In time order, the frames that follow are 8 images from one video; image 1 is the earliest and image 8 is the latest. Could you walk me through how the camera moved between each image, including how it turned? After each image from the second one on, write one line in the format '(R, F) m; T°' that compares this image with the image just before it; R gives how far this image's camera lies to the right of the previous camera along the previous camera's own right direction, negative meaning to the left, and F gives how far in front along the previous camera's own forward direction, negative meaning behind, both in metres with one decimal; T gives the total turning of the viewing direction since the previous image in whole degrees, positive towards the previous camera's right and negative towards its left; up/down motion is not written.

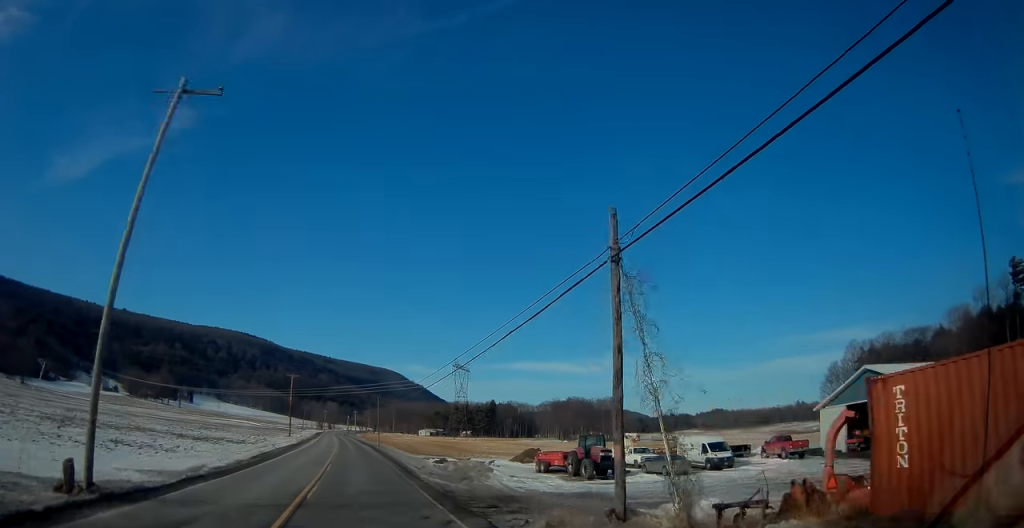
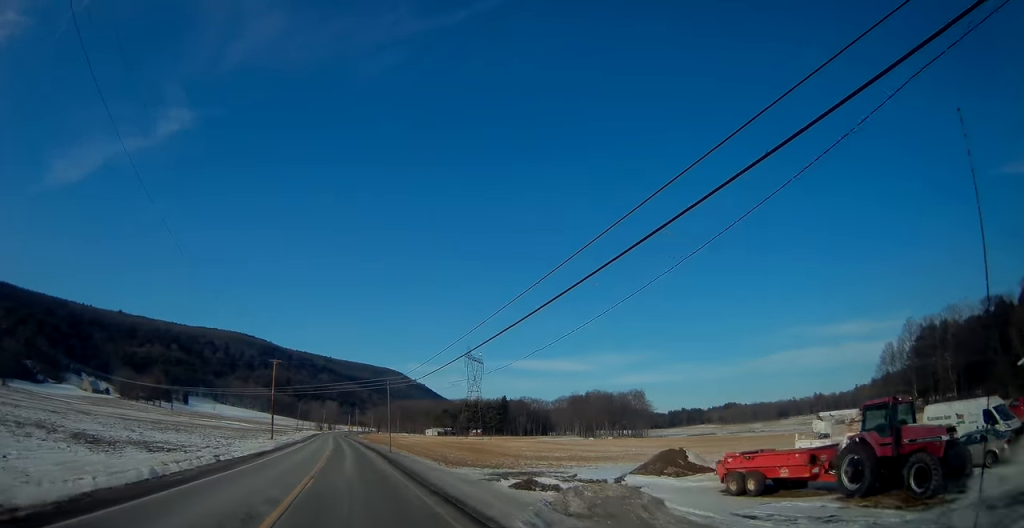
(-0.3, +24.3) m; -1°
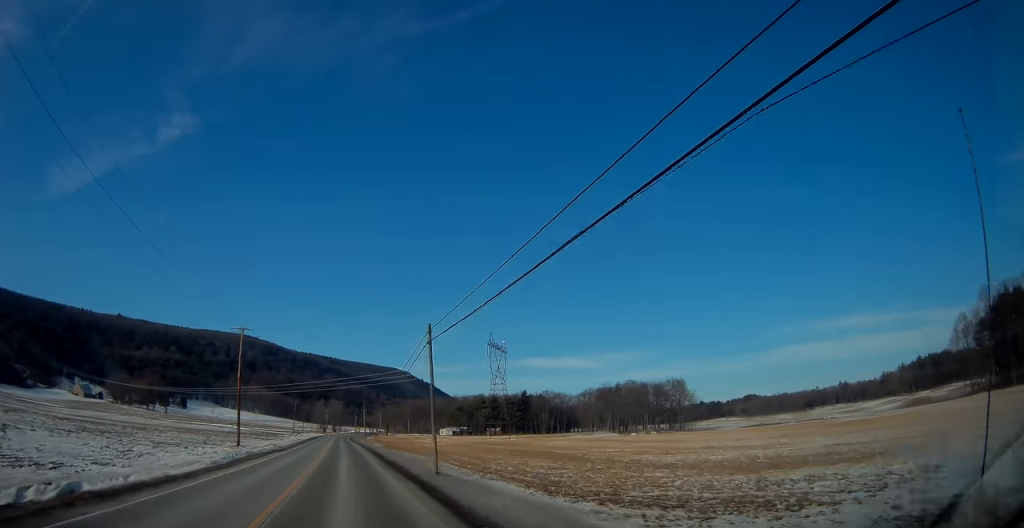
(-0.1, +27.9) m; -1°
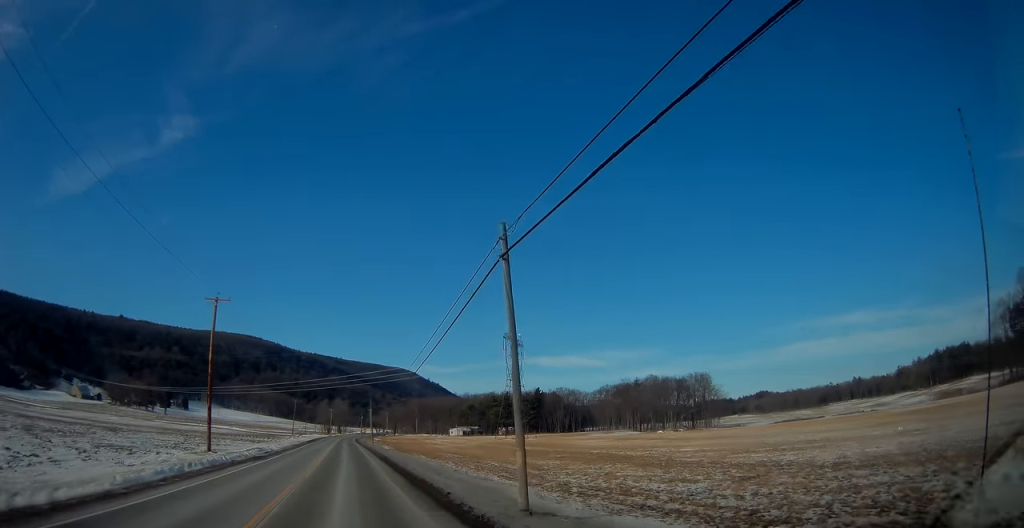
(-0.1, +13.2) m; 0°
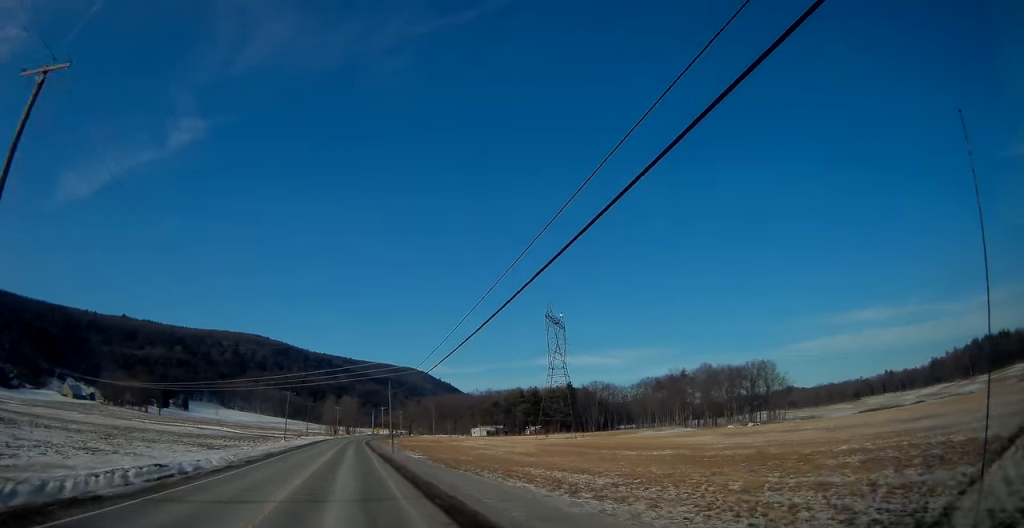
(-0.1, +30.7) m; 0°
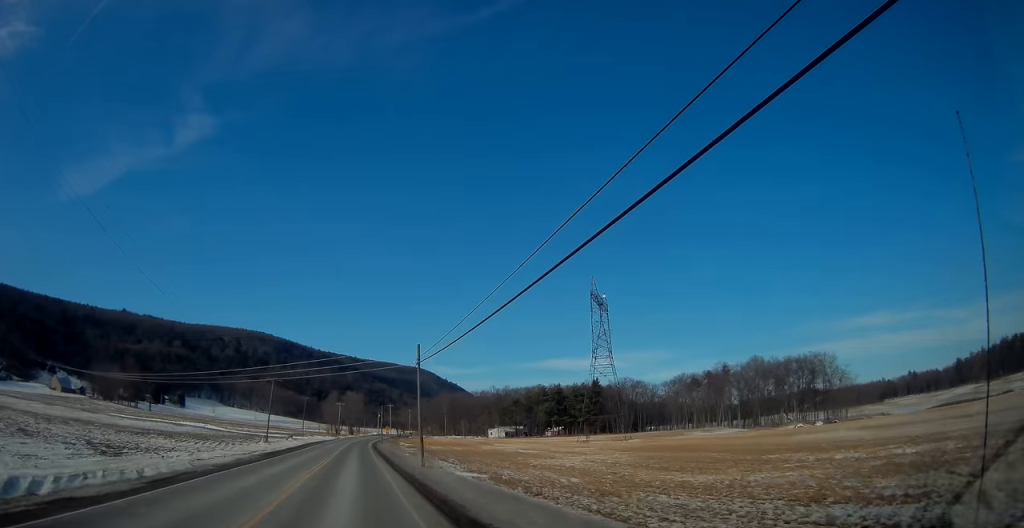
(0.0, +25.0) m; 0°
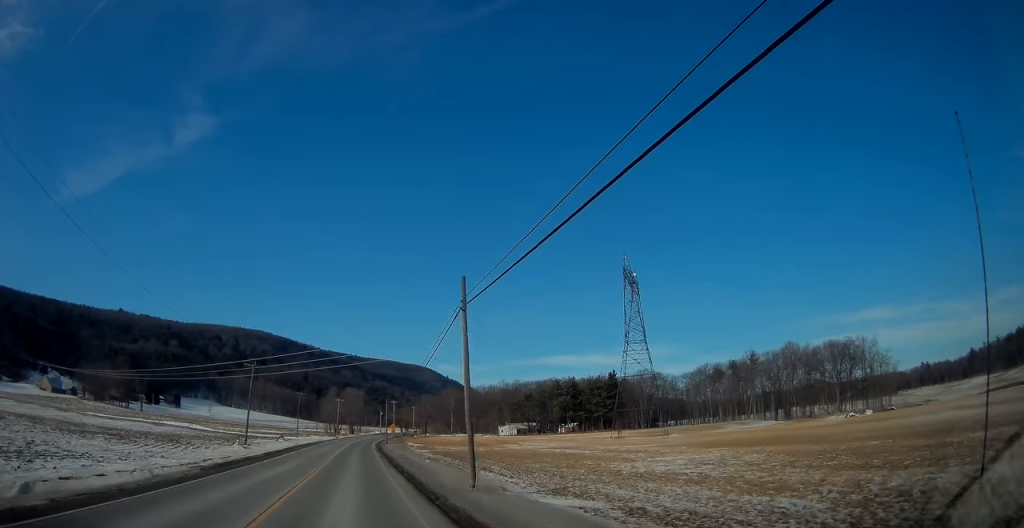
(-0.1, +15.8) m; -1°
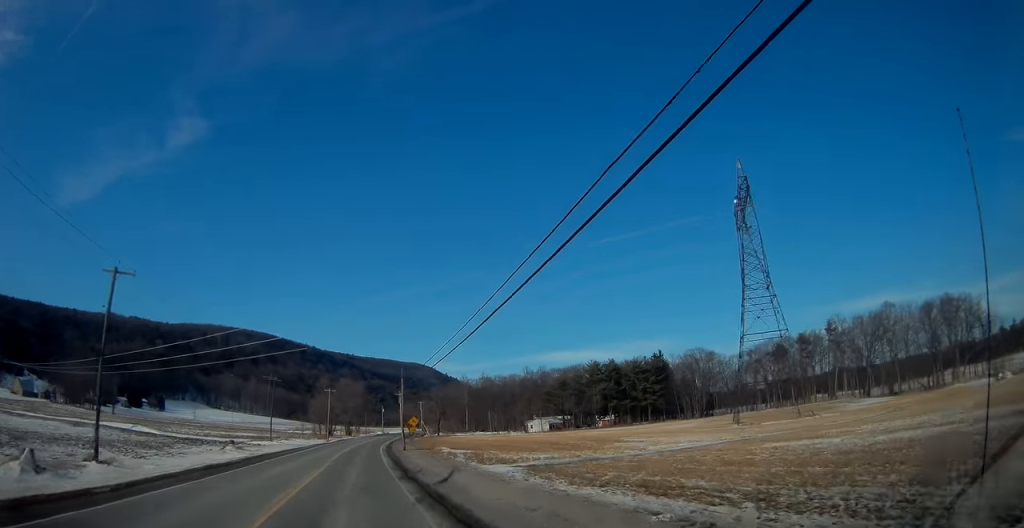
(-0.5, +38.5) m; 0°
